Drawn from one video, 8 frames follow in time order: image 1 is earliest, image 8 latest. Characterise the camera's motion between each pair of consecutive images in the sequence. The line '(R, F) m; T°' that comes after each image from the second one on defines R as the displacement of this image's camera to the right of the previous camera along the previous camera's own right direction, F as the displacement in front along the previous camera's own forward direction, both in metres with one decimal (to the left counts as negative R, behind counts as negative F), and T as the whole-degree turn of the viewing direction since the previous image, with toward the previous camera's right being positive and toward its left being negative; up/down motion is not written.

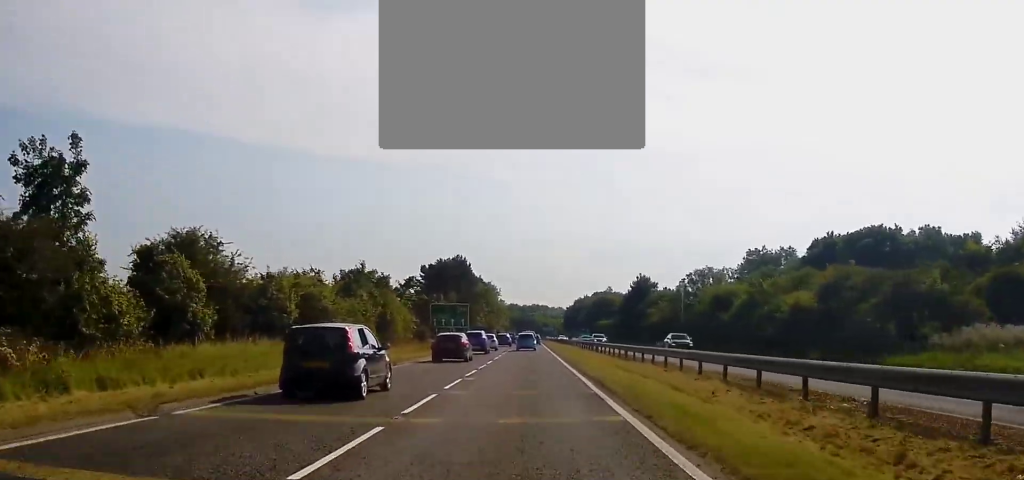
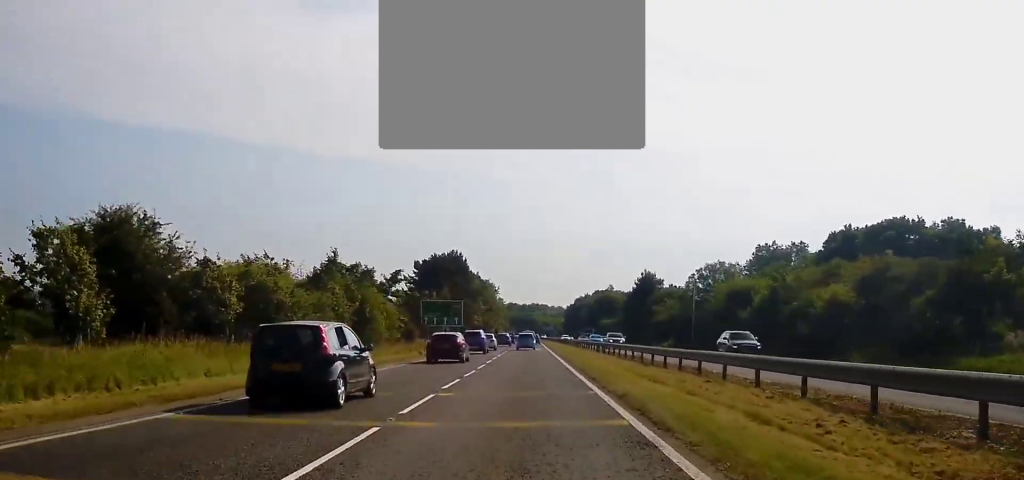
(0.0, +6.3) m; -1°
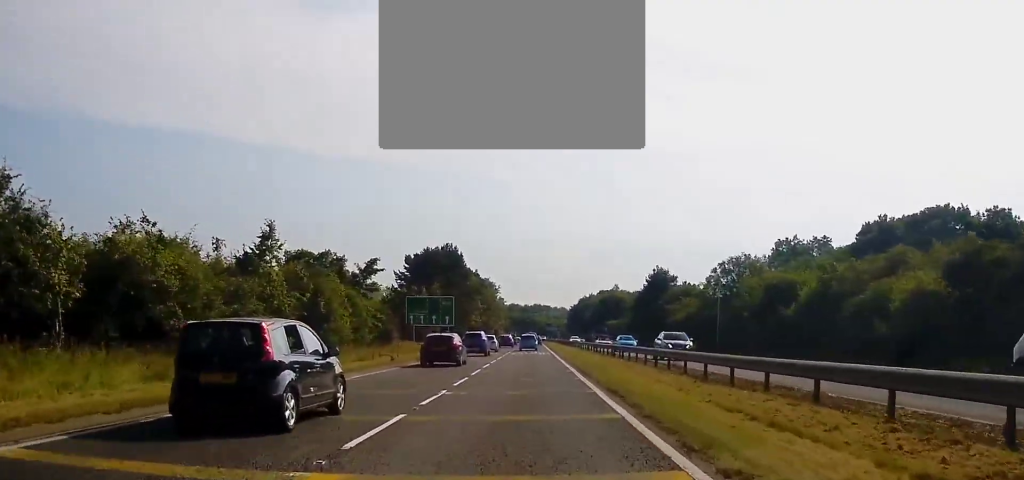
(-0.2, +10.3) m; -1°
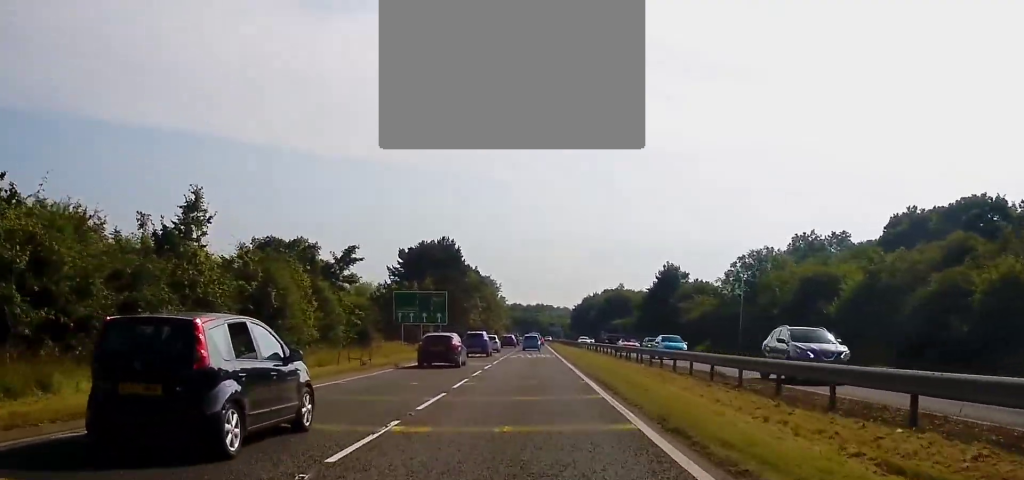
(0.0, +6.9) m; +1°
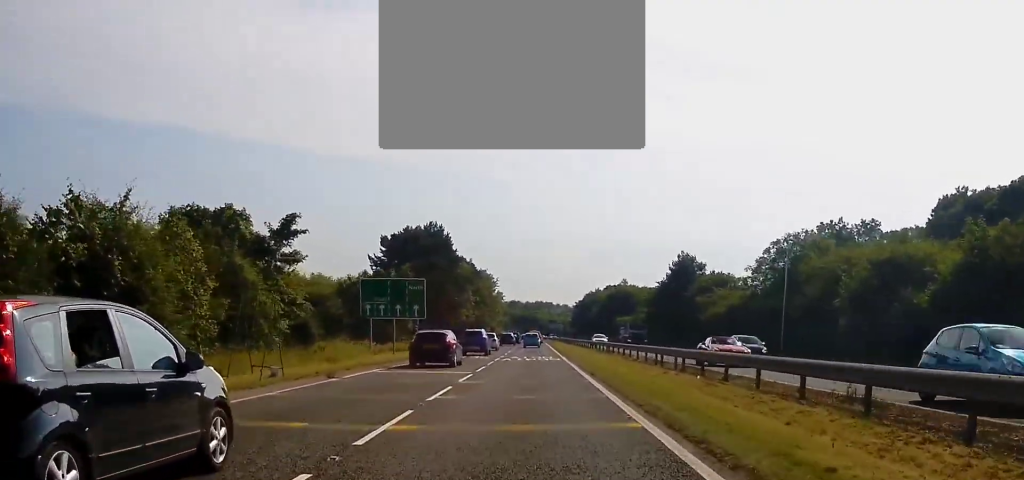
(+0.3, +11.3) m; 0°
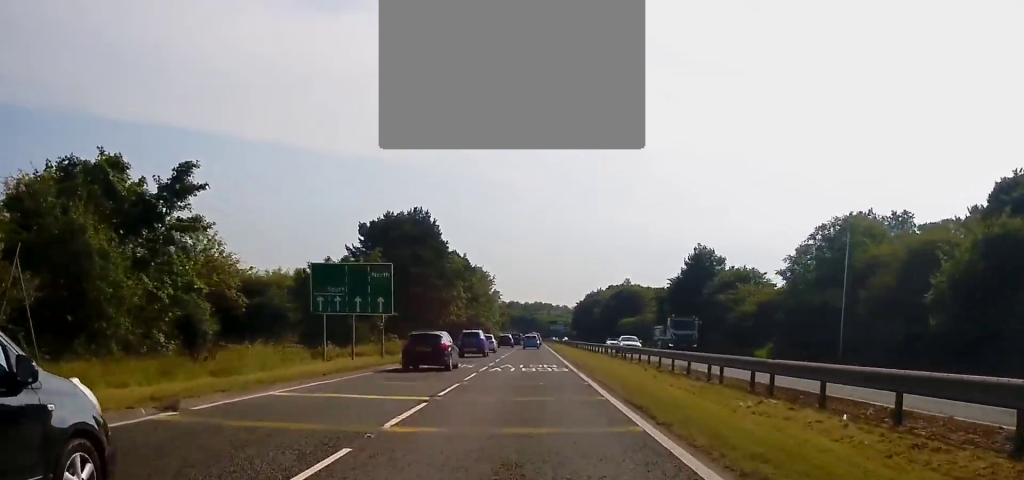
(-0.2, +10.8) m; -1°
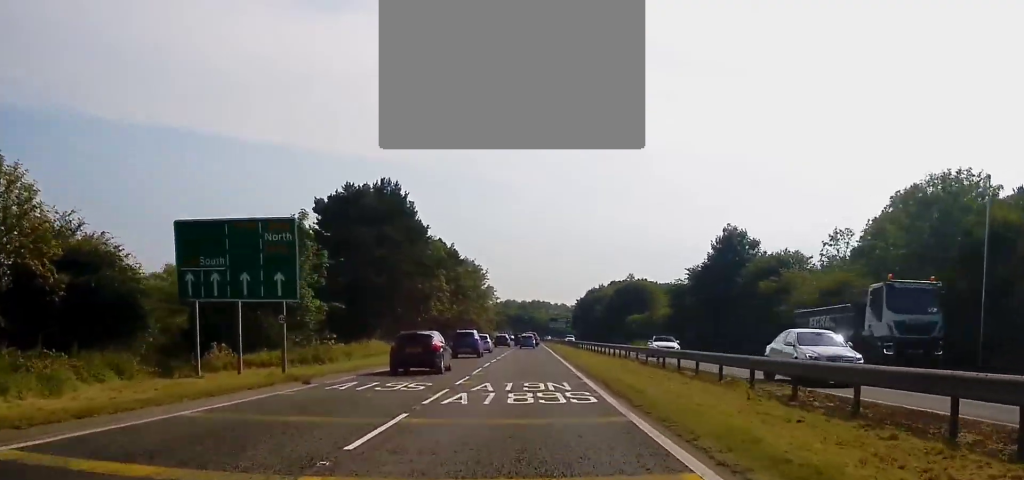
(+0.1, +14.7) m; +1°
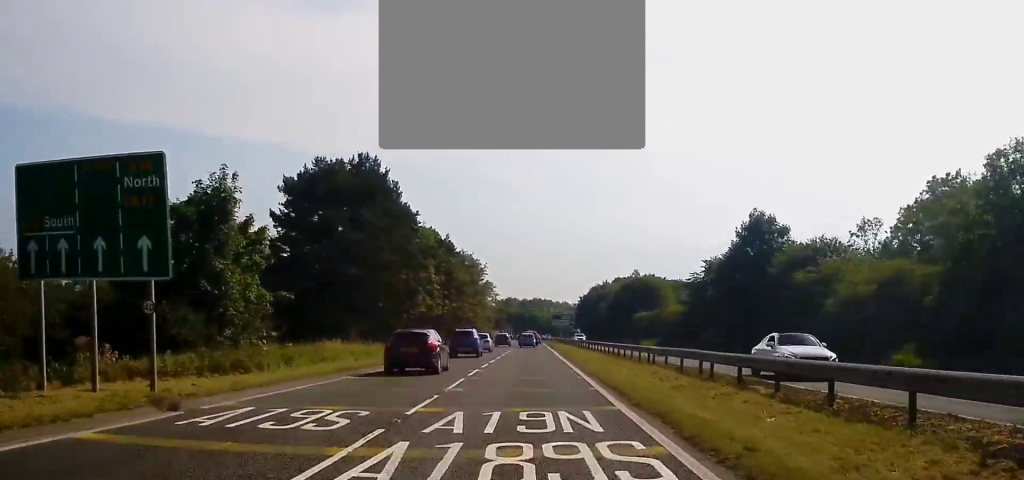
(+0.2, +8.2) m; 0°
